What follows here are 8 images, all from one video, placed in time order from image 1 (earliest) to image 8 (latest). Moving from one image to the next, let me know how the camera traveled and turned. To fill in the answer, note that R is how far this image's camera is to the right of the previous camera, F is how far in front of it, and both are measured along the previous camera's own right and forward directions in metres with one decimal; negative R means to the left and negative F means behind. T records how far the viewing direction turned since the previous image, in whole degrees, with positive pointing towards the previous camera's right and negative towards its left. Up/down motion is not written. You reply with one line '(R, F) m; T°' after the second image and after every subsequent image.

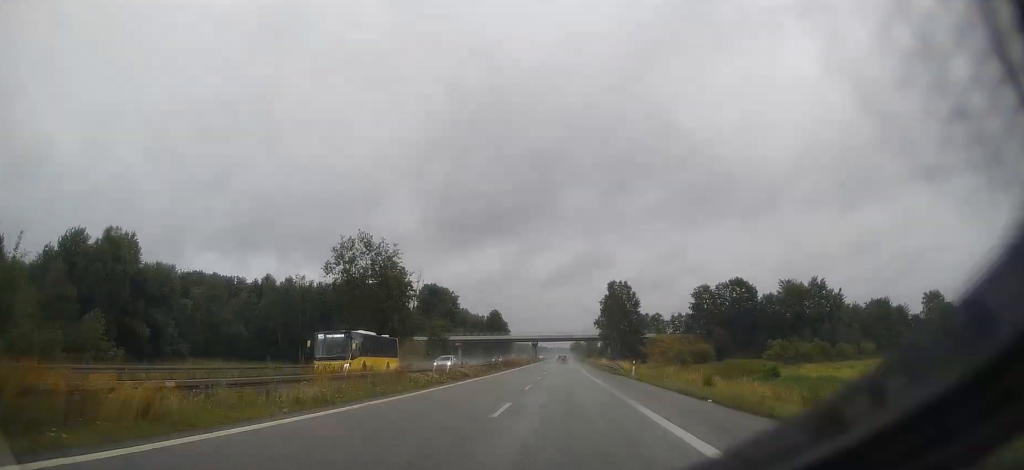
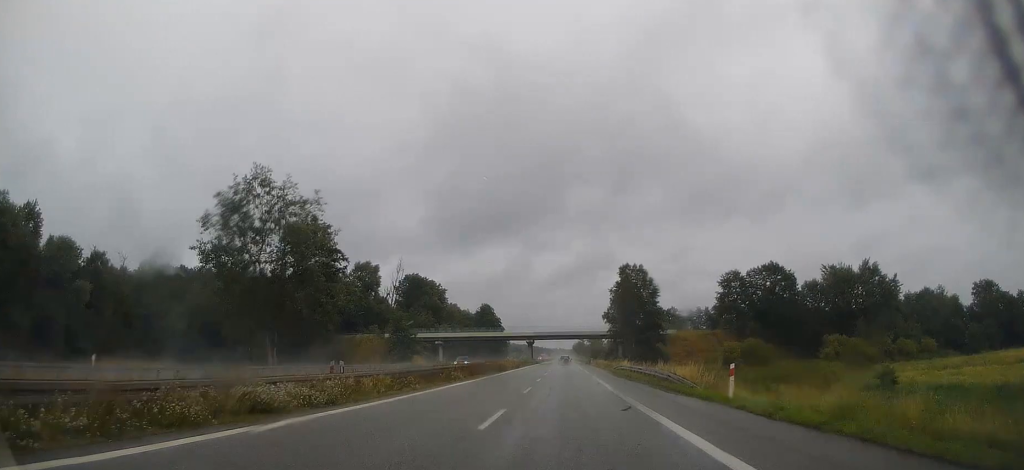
(0.0, +26.4) m; -1°
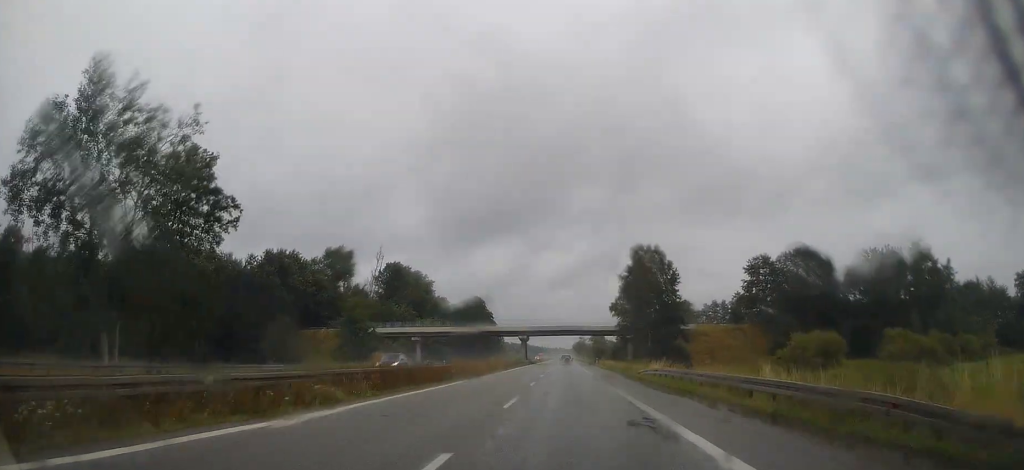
(-0.3, +19.6) m; 0°
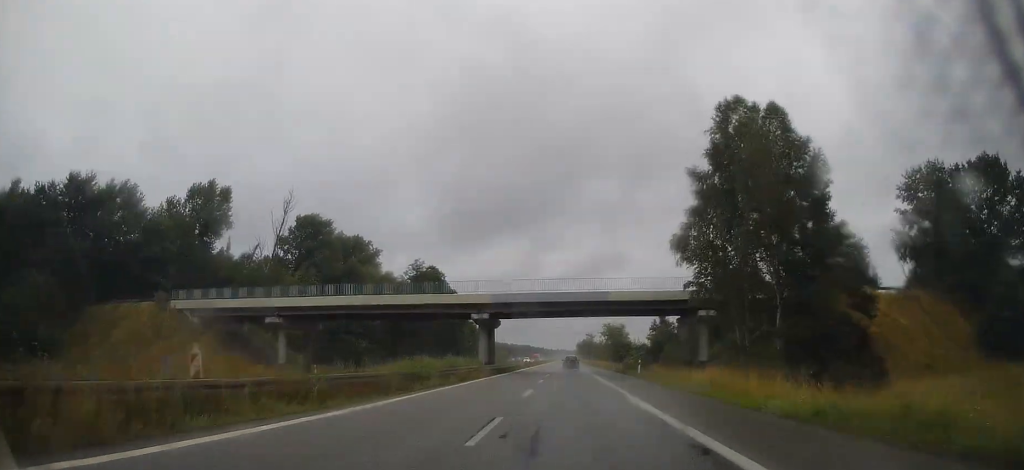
(0.0, +54.9) m; 0°
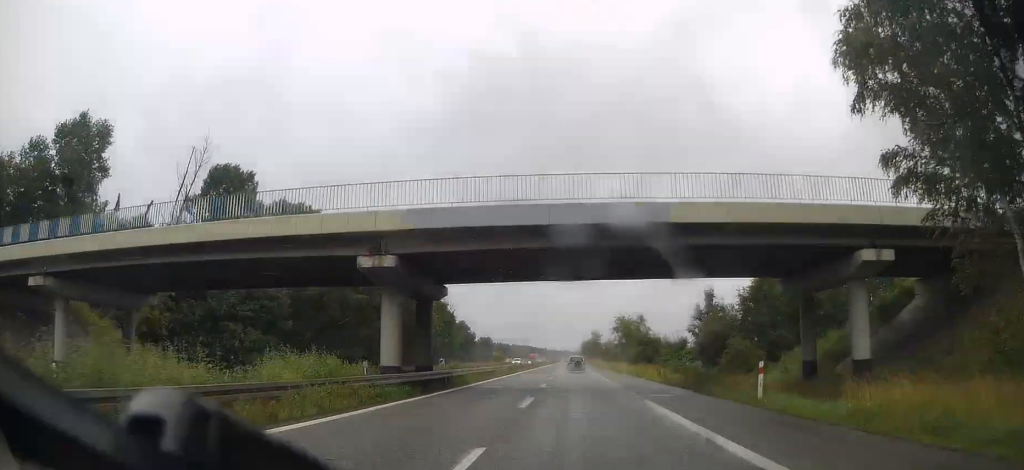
(0.0, +28.5) m; 0°
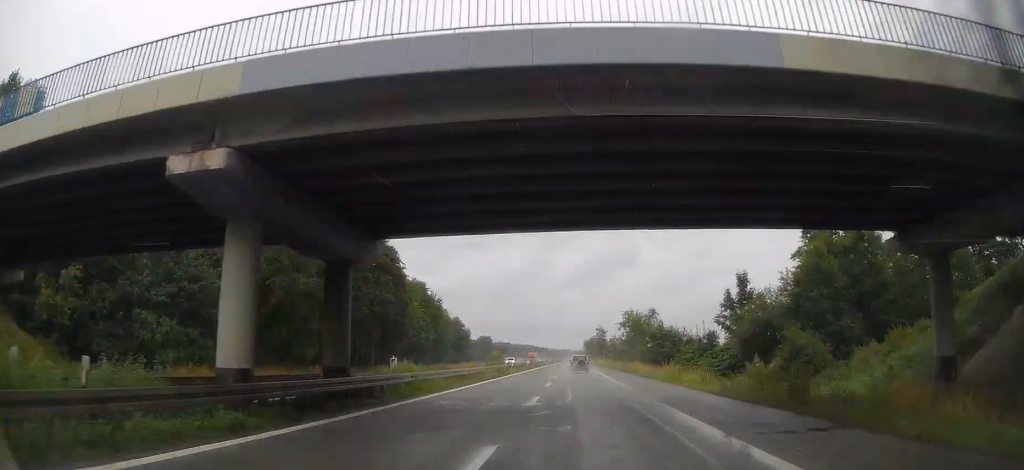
(+0.3, +11.8) m; 0°
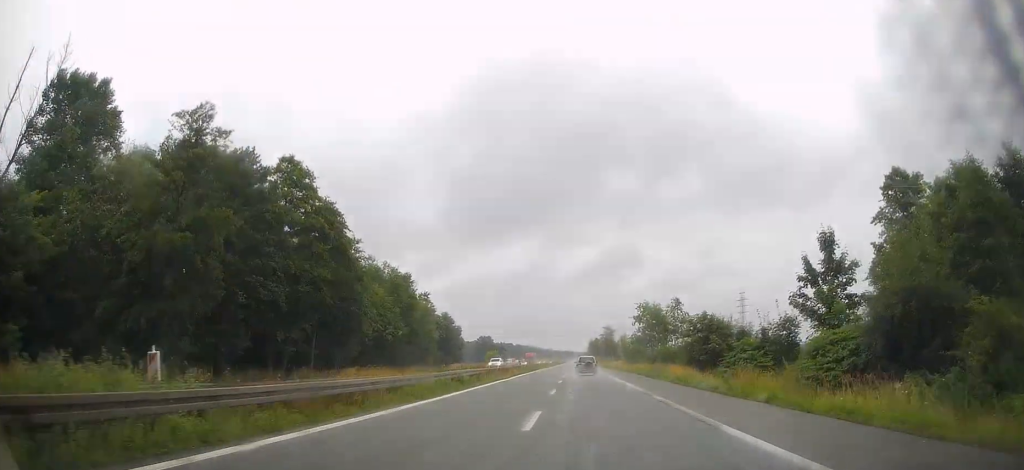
(-0.4, +17.7) m; -1°
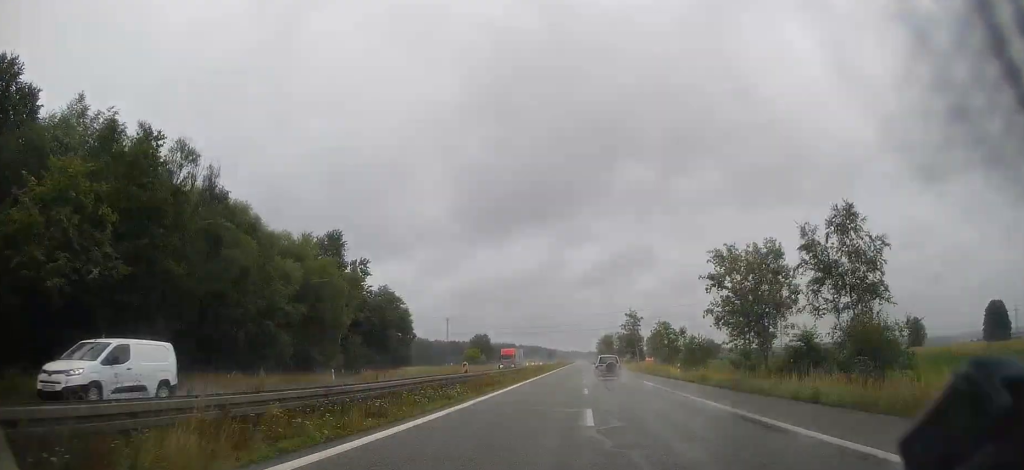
(0.0, +47.1) m; 0°
